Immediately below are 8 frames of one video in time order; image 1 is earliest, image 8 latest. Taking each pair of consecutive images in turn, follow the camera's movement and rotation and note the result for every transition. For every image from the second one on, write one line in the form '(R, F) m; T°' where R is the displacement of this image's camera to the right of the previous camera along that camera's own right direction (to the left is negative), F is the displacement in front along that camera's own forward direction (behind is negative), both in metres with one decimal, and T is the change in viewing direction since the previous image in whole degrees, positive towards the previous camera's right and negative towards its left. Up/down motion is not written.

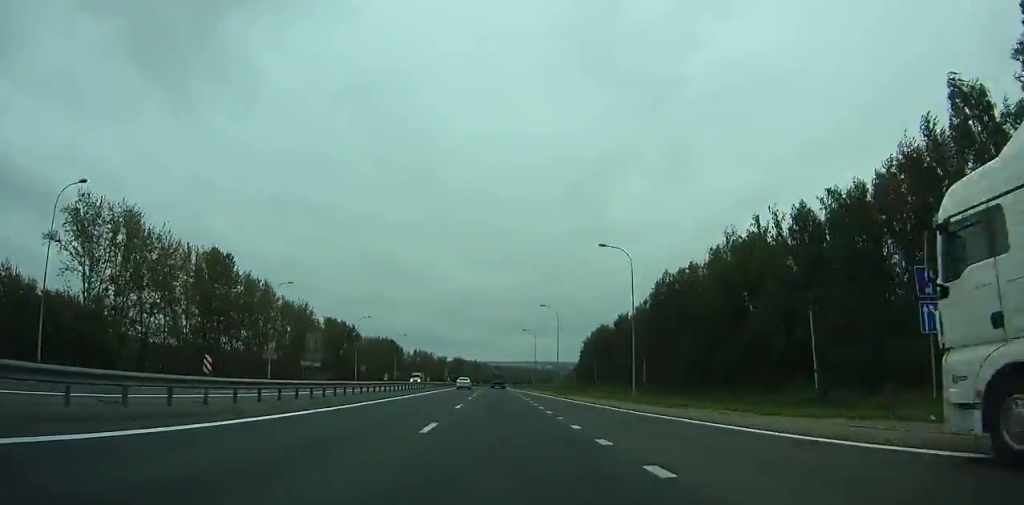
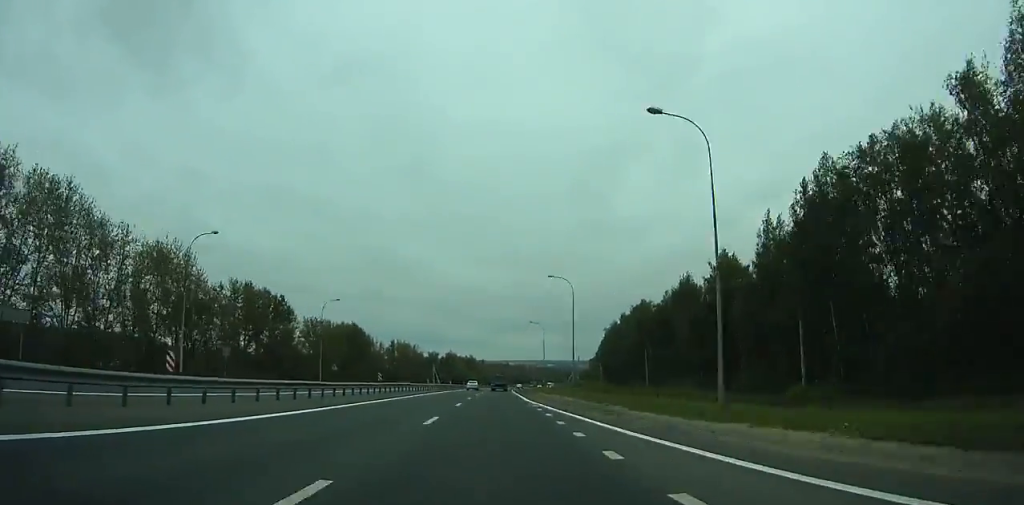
(+0.1, +57.9) m; 0°
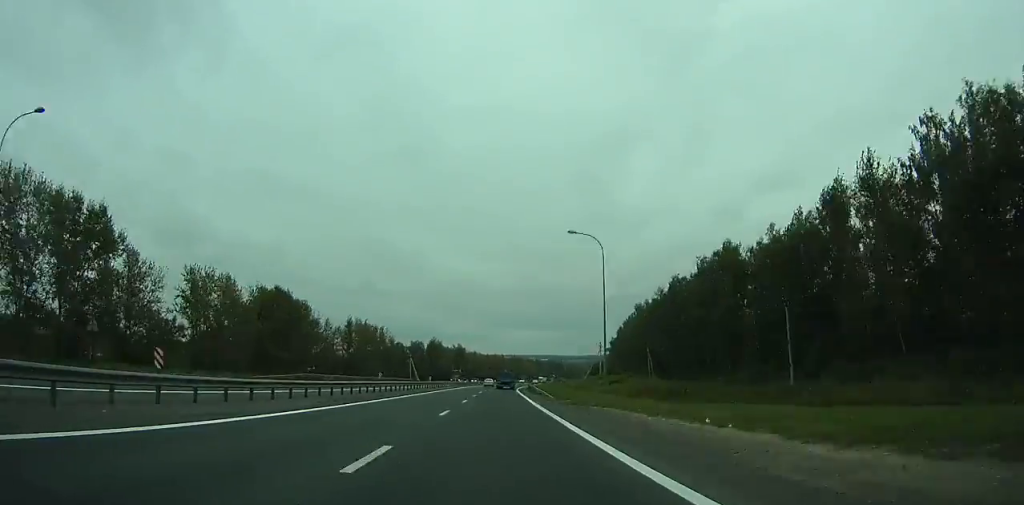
(+0.1, +57.8) m; +1°
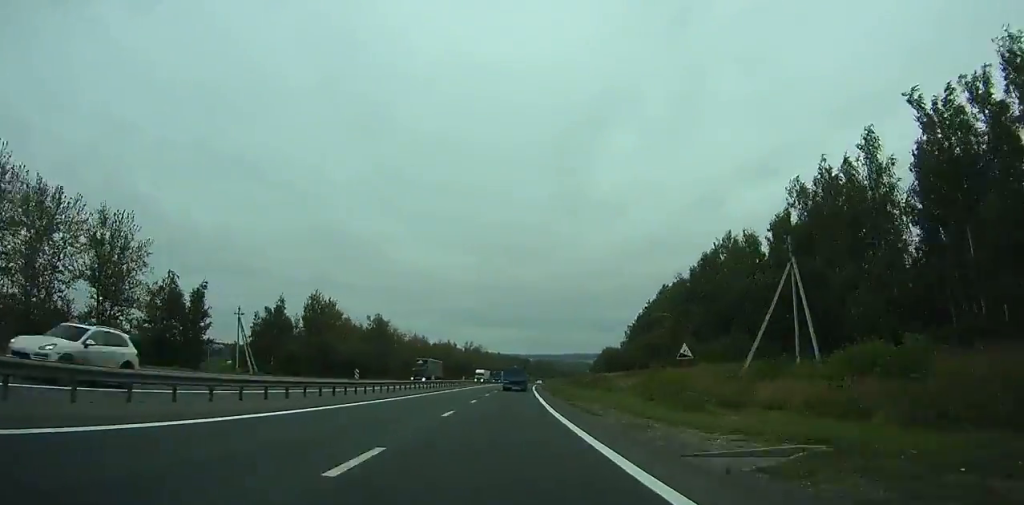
(+2.8, +119.1) m; +4°
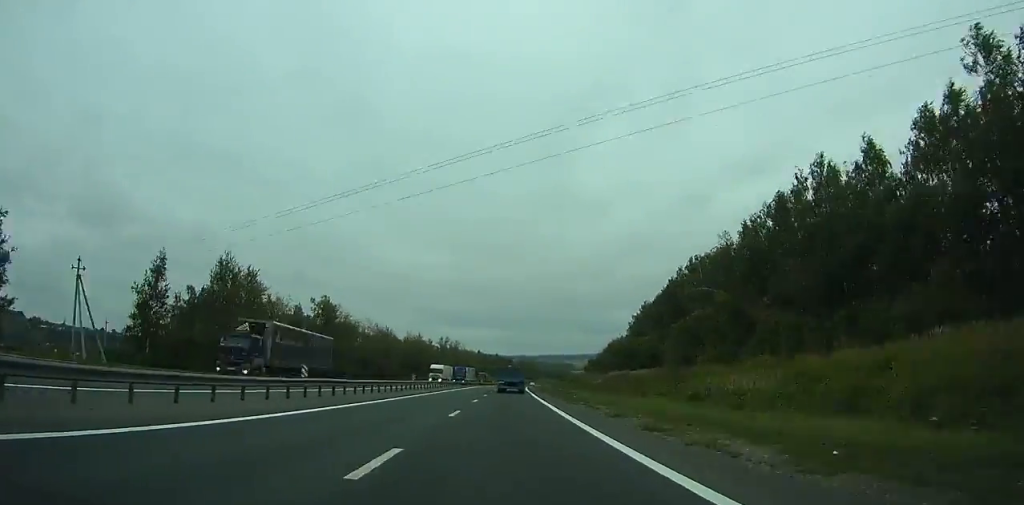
(+1.1, +35.2) m; +1°
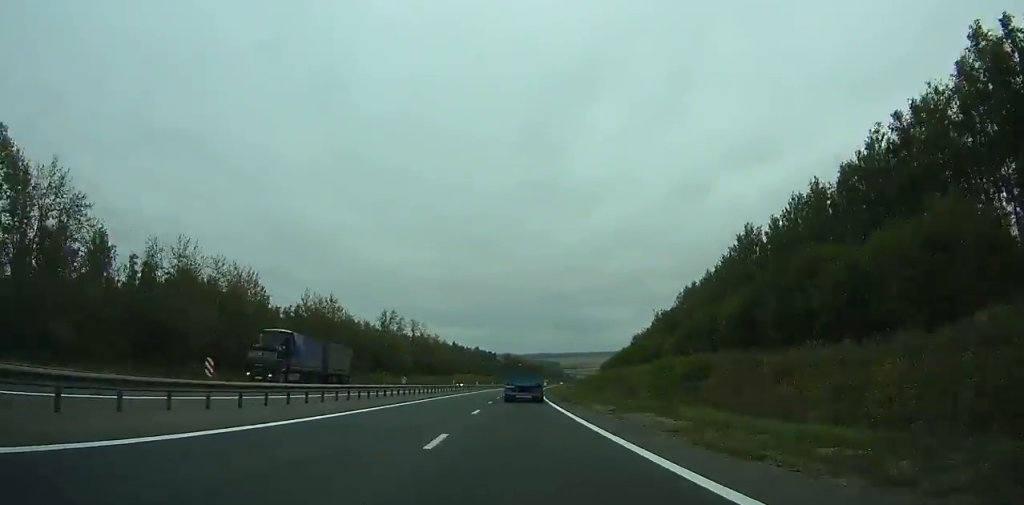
(+2.4, +88.7) m; +2°
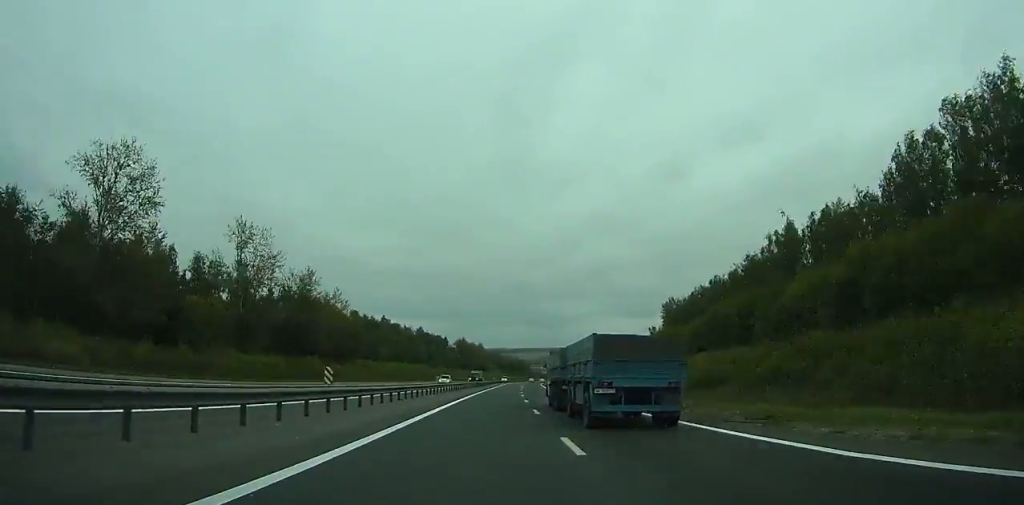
(+2.0, +101.0) m; +3°
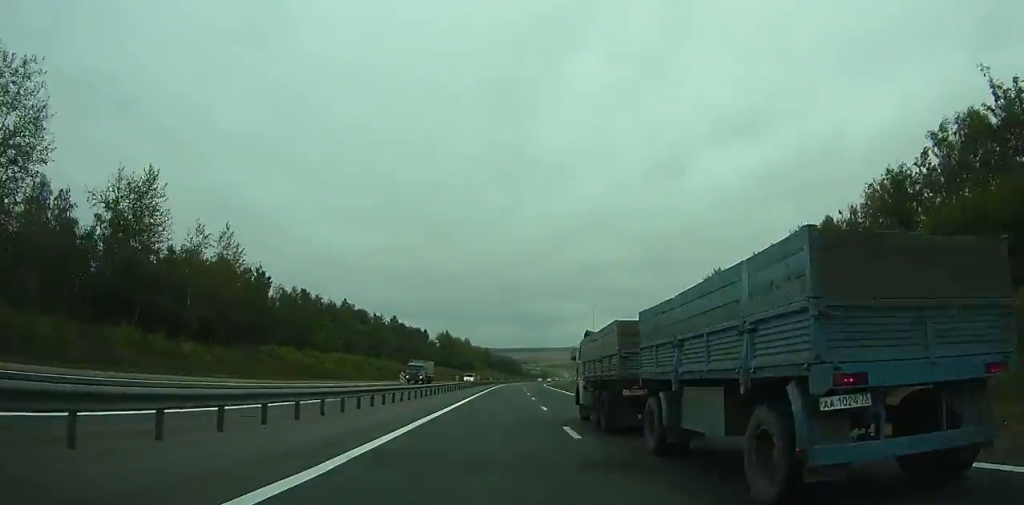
(+0.8, +42.0) m; +1°
